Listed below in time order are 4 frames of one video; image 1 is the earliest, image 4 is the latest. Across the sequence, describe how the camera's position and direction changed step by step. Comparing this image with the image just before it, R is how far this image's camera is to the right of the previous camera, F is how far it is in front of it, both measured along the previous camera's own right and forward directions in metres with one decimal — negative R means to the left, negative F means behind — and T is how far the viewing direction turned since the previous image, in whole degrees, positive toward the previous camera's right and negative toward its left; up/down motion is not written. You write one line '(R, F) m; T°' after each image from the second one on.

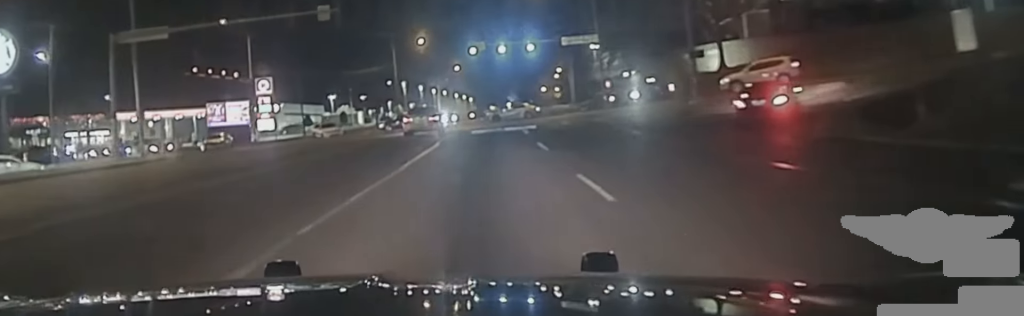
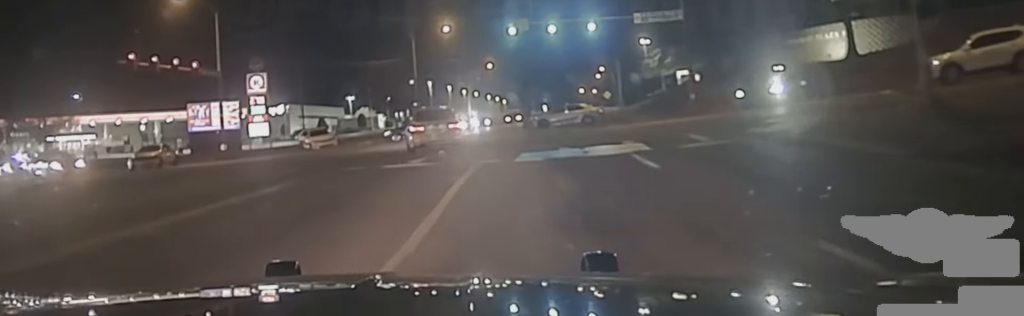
(+0.3, +18.8) m; +2°
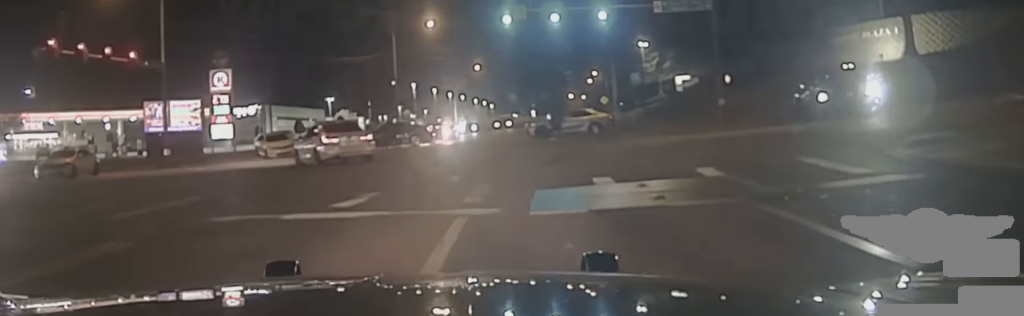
(-0.3, +9.4) m; -3°
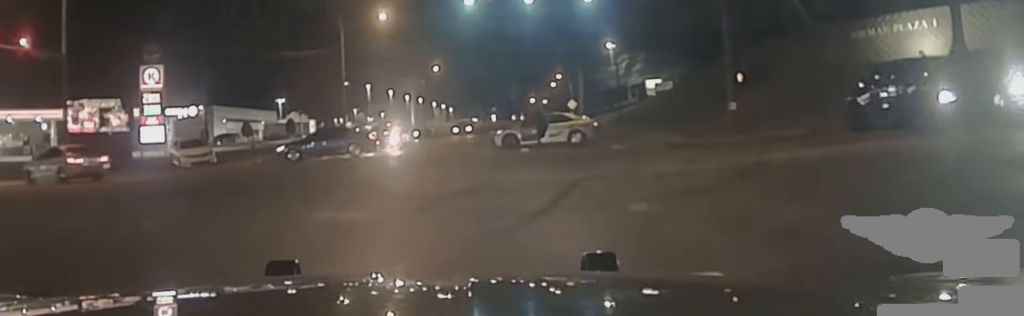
(+0.6, +7.9) m; +6°
